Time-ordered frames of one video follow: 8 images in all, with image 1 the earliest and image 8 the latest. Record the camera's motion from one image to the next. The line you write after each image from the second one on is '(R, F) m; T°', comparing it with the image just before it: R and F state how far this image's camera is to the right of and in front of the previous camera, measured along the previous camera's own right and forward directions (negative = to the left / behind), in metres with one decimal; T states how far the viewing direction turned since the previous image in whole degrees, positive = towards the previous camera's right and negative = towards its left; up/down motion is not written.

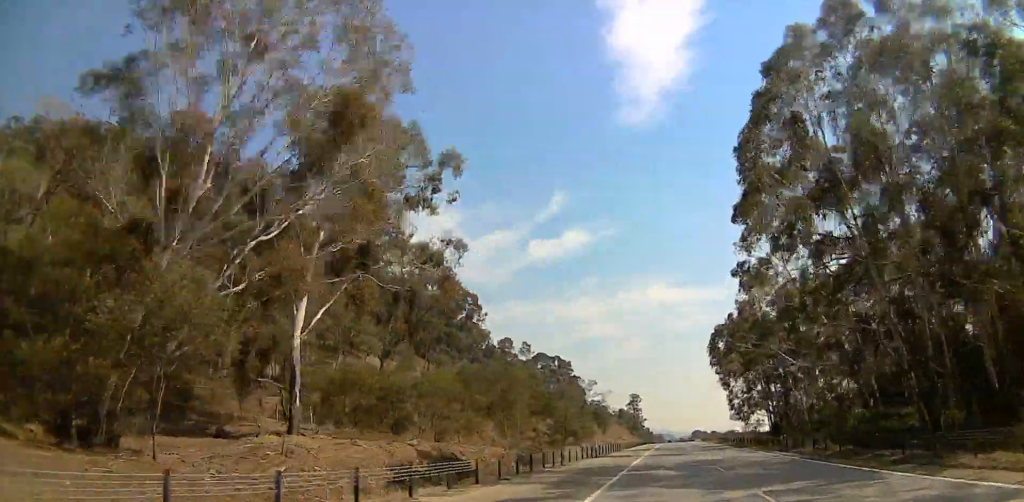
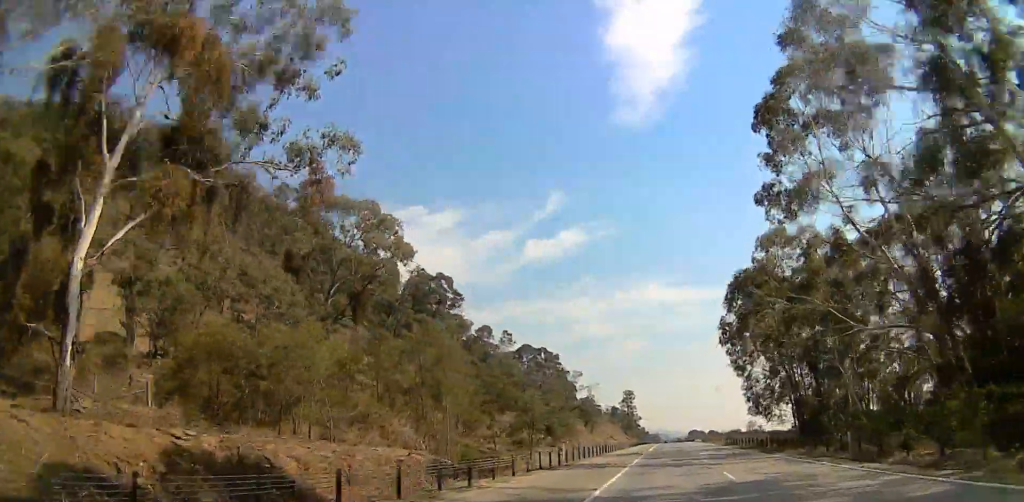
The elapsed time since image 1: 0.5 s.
(0.0, +17.4) m; 0°
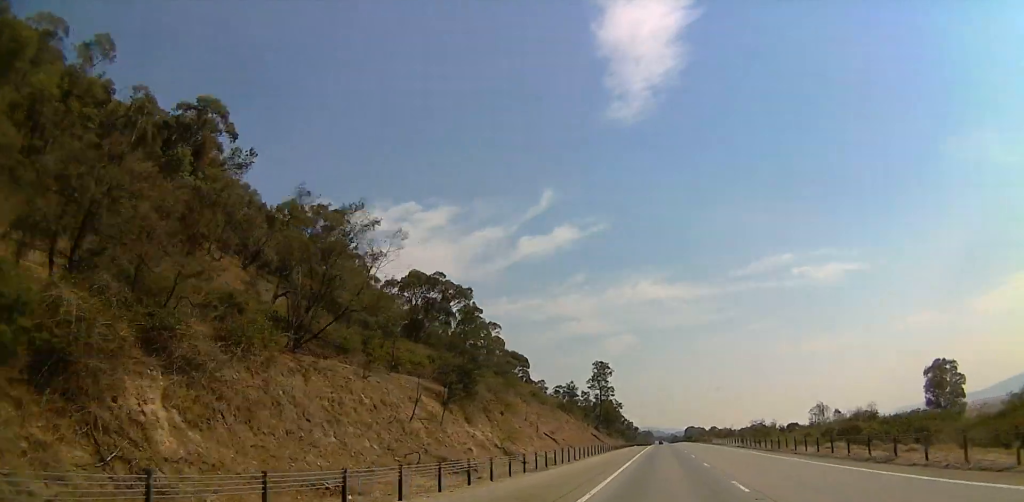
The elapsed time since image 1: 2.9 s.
(-0.4, +77.7) m; 0°
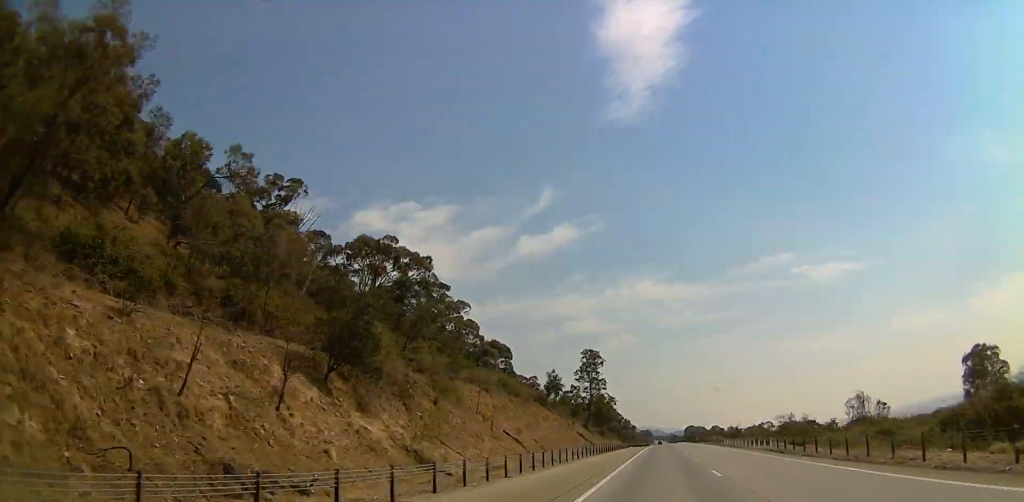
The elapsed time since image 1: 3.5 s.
(0.0, +17.1) m; +1°
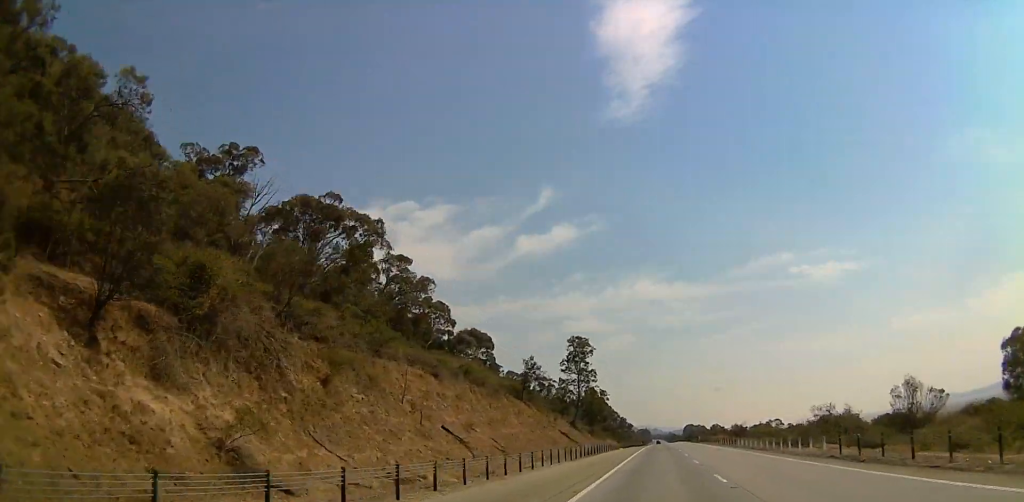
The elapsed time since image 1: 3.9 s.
(+0.1, +14.8) m; +2°
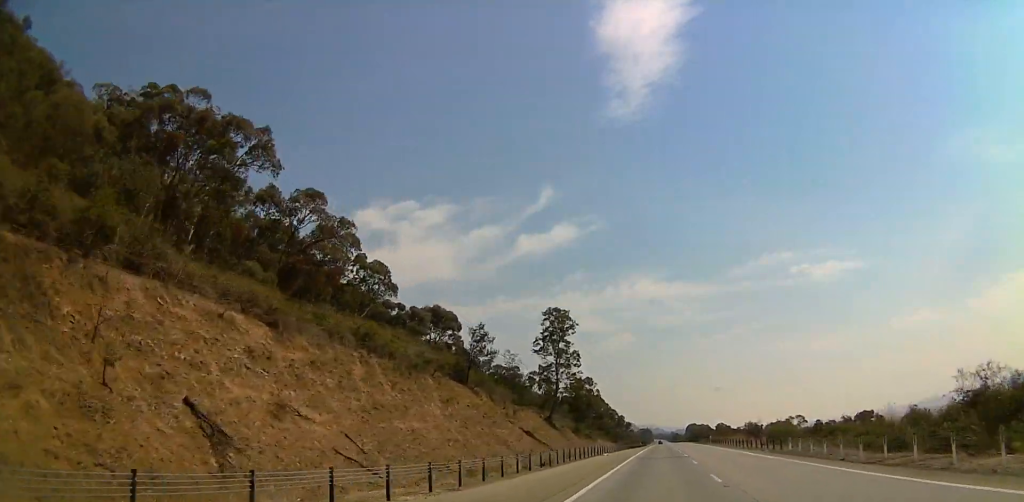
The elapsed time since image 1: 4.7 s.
(+0.4, +21.8) m; +2°
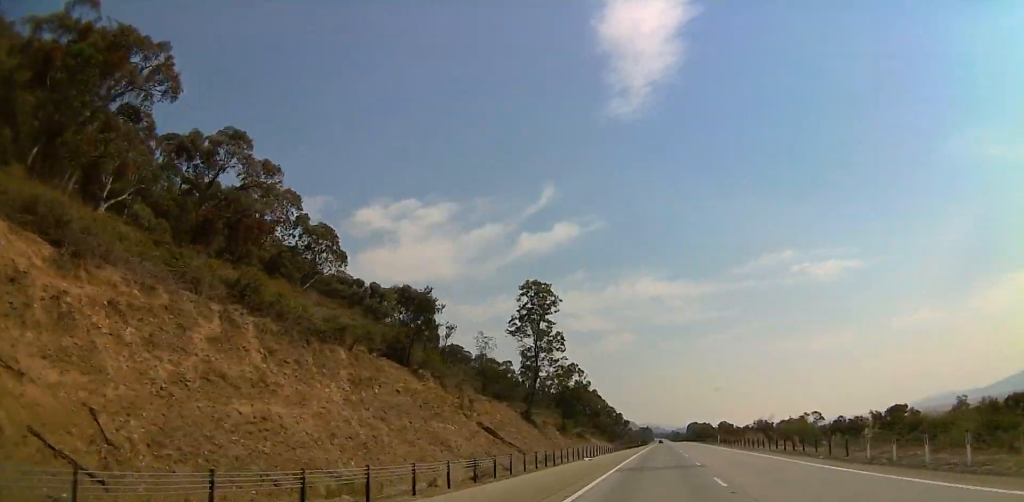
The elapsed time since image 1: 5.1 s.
(+0.6, +11.9) m; 0°
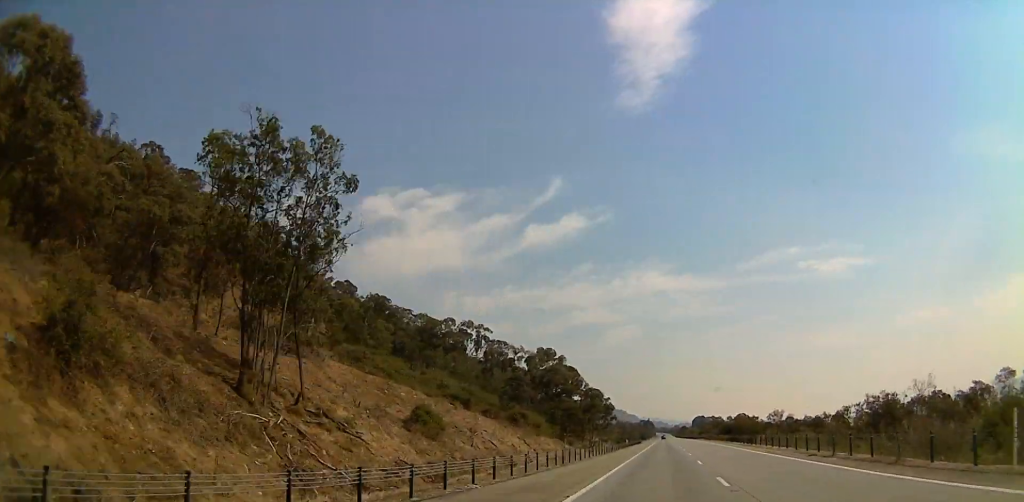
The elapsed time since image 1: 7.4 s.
(-2.8, +73.4) m; -4°
